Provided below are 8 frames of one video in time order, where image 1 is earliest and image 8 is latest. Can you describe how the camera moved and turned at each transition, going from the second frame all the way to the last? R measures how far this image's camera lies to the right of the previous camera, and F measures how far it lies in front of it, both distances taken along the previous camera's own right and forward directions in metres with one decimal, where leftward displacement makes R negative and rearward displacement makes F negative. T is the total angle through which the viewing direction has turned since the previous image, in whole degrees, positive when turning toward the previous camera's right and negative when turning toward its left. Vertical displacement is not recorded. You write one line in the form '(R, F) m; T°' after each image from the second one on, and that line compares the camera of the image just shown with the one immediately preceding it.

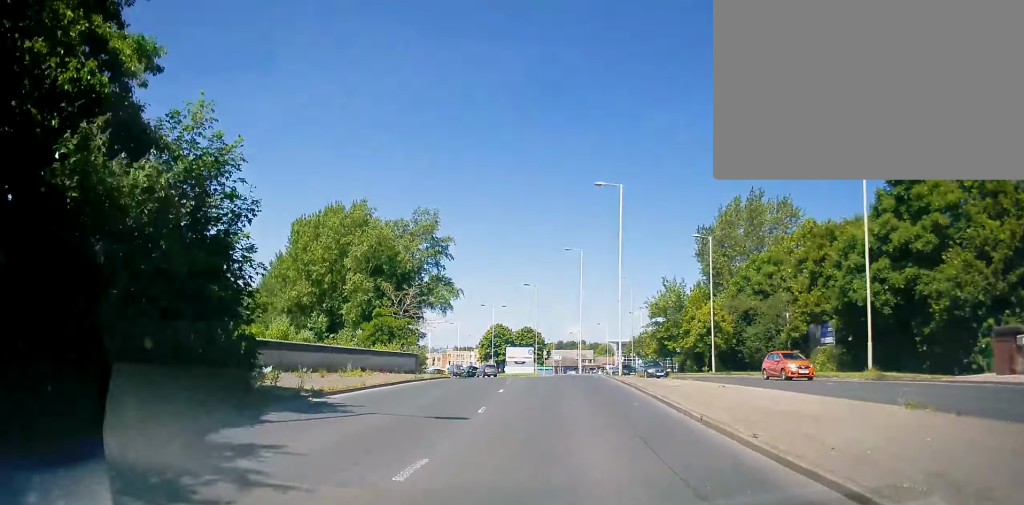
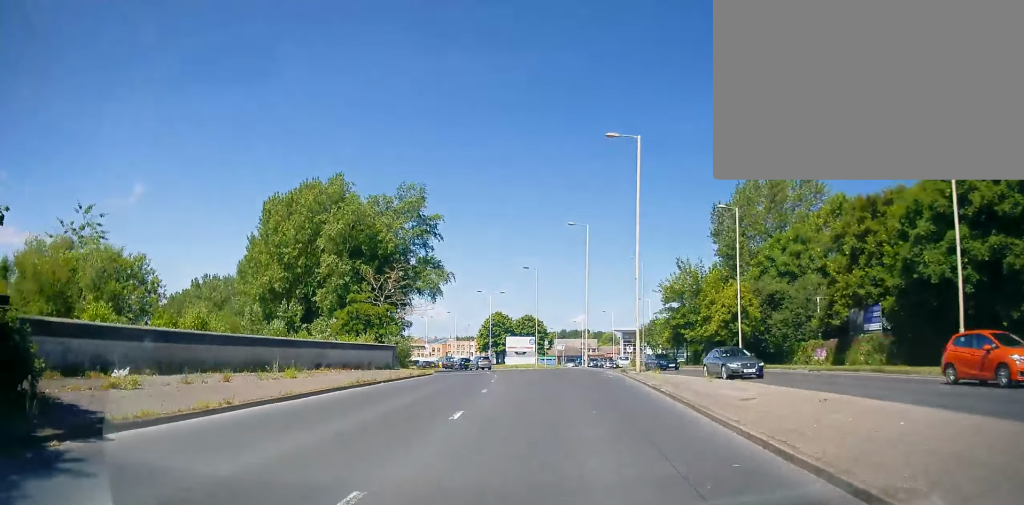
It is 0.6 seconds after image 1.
(+0.4, +7.7) m; 0°
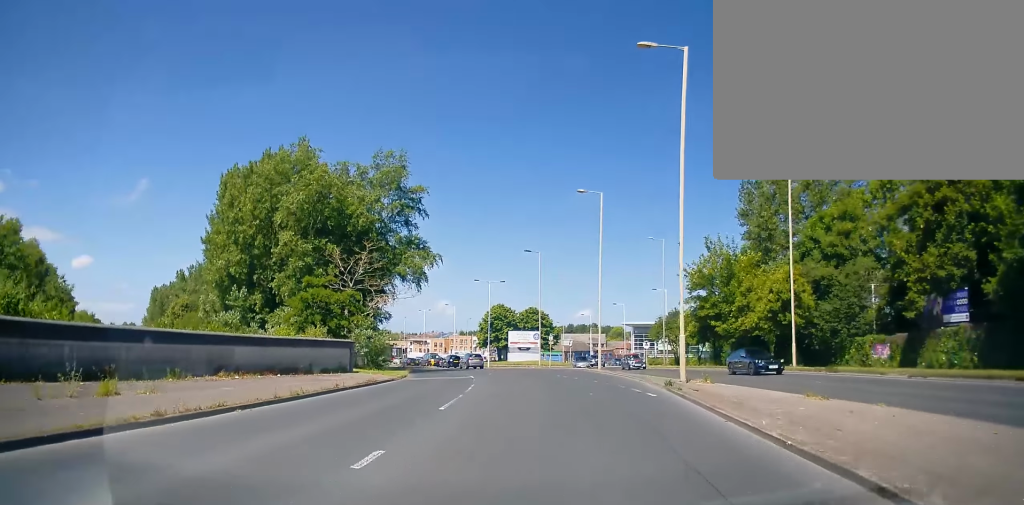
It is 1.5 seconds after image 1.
(-0.3, +9.9) m; -3°
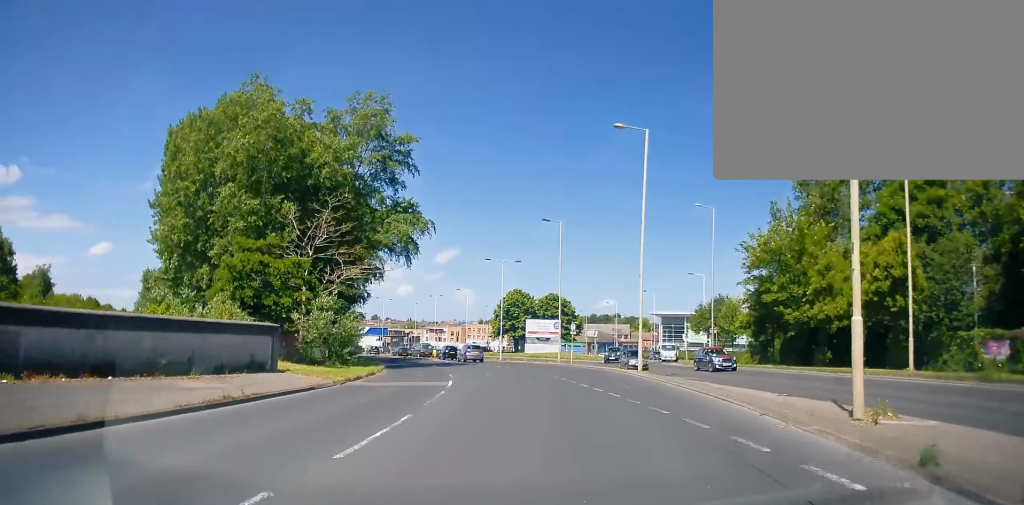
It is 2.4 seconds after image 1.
(-0.5, +11.5) m; -2°
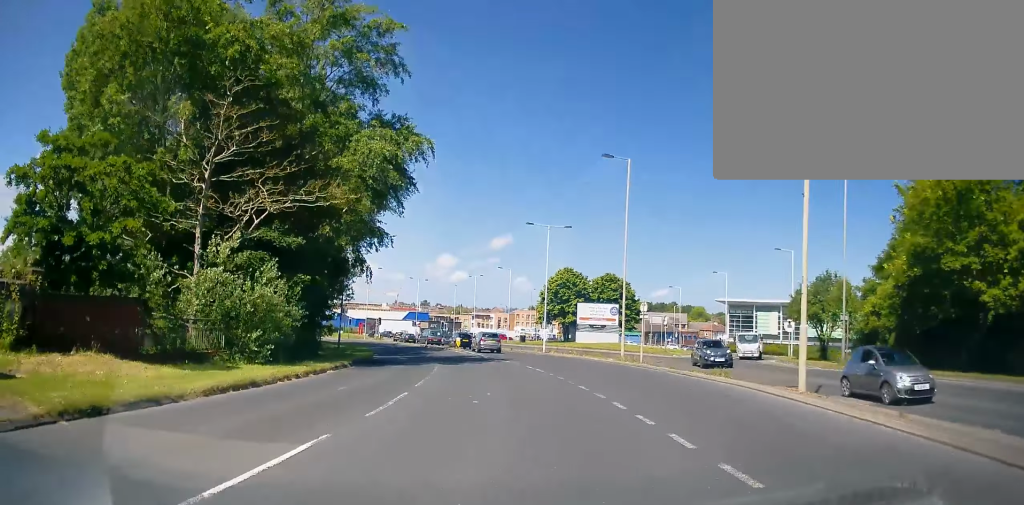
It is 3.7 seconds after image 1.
(0.0, +15.5) m; -3°
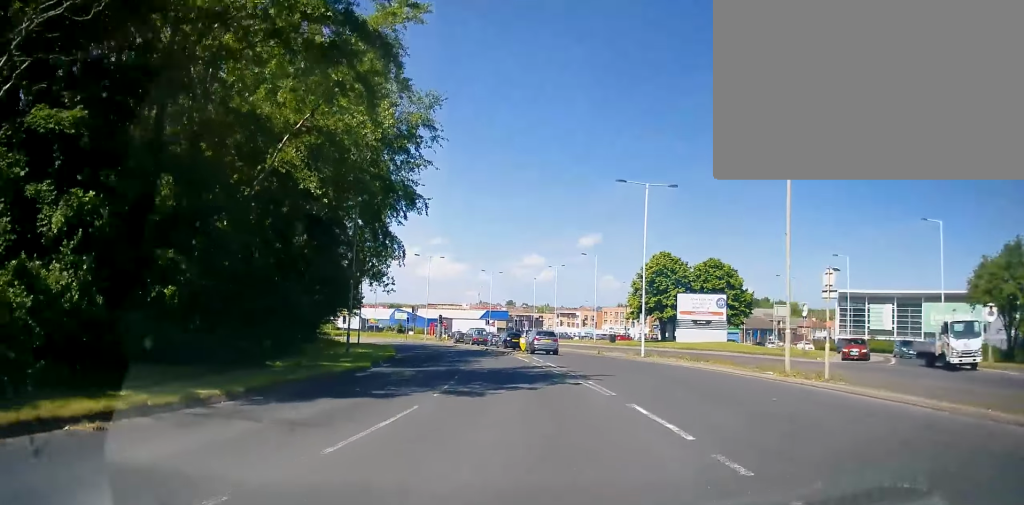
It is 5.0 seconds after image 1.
(-1.2, +15.2) m; -7°
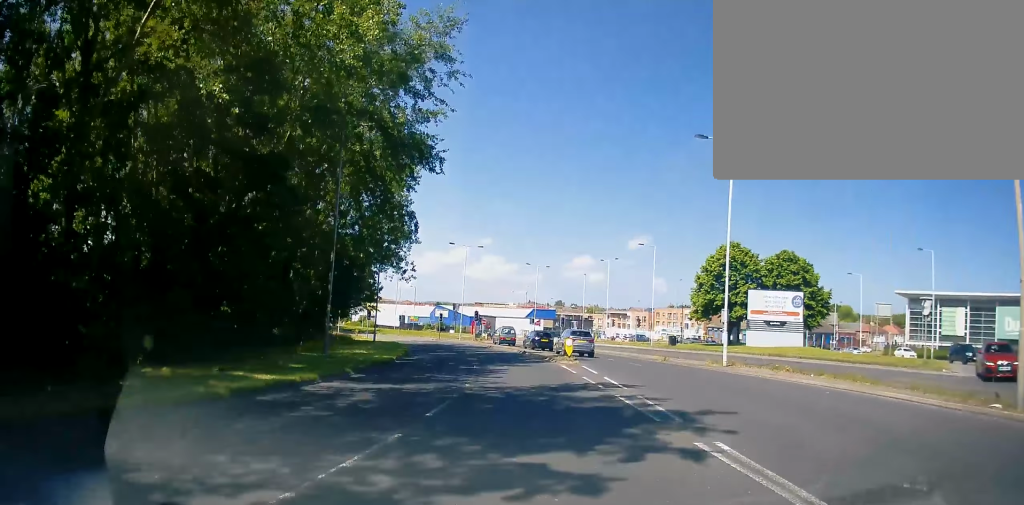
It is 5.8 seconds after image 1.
(-0.1, +9.8) m; -6°
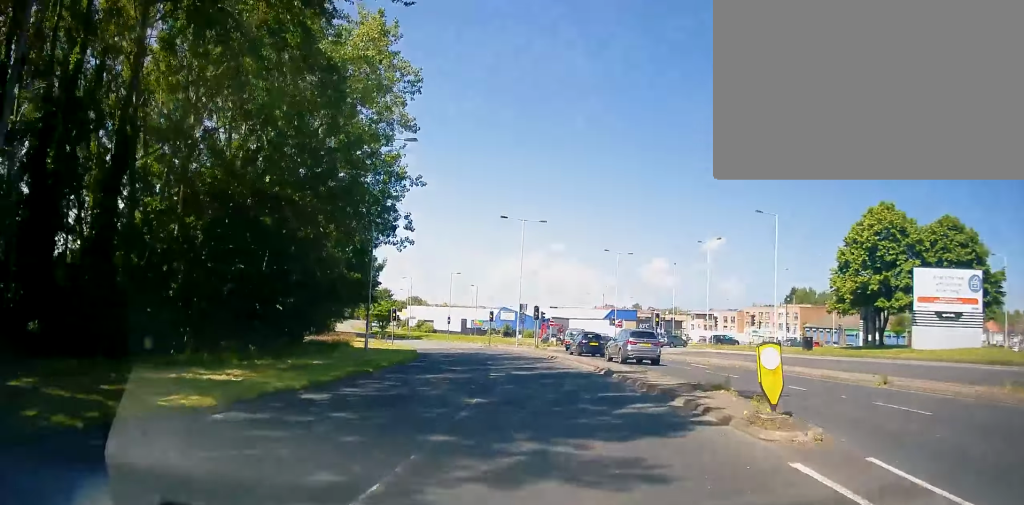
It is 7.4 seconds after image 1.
(-1.8, +19.5) m; -7°
